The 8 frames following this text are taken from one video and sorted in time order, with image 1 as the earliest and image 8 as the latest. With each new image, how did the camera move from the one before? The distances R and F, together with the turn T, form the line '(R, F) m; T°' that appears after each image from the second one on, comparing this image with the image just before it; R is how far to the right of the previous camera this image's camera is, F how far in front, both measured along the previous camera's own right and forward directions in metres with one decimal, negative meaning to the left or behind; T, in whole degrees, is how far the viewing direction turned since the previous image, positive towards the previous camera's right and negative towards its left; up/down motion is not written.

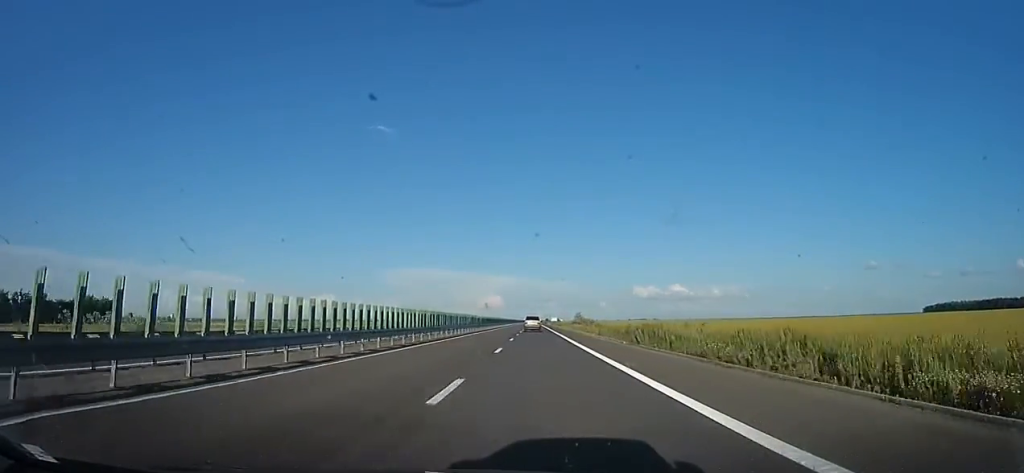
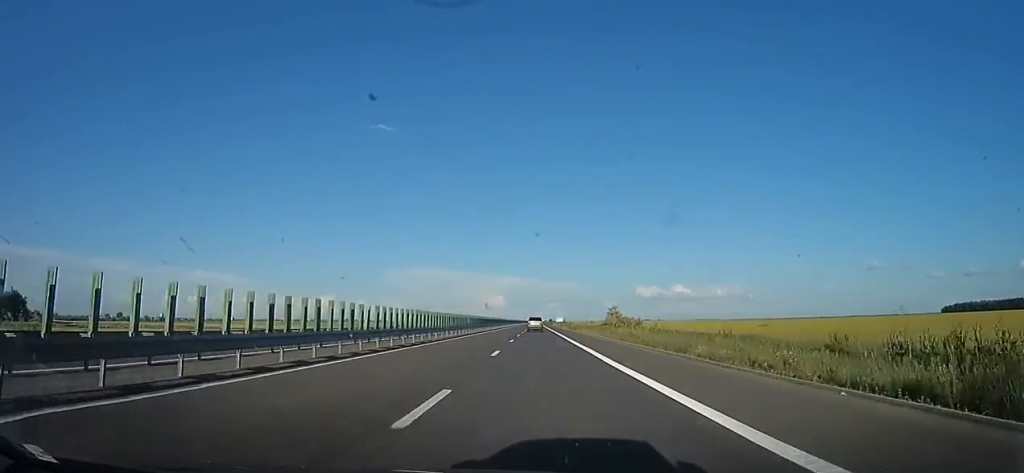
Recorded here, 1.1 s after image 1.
(-0.1, +38.2) m; 0°
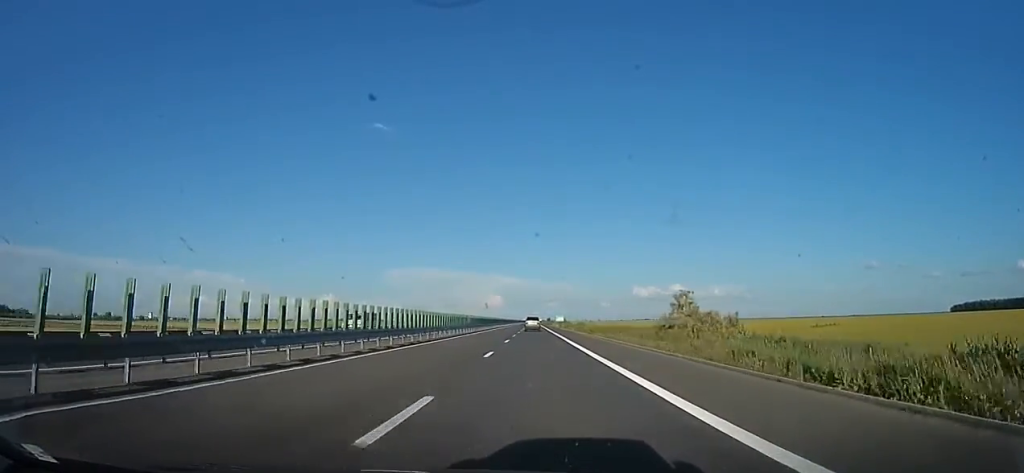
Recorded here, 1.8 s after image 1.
(-0.3, +25.3) m; 0°
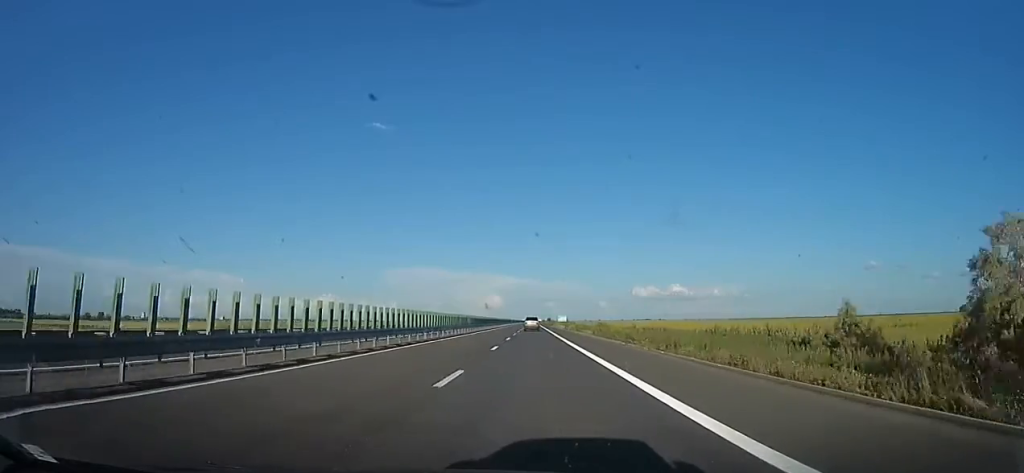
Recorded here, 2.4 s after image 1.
(+0.8, +20.0) m; 0°
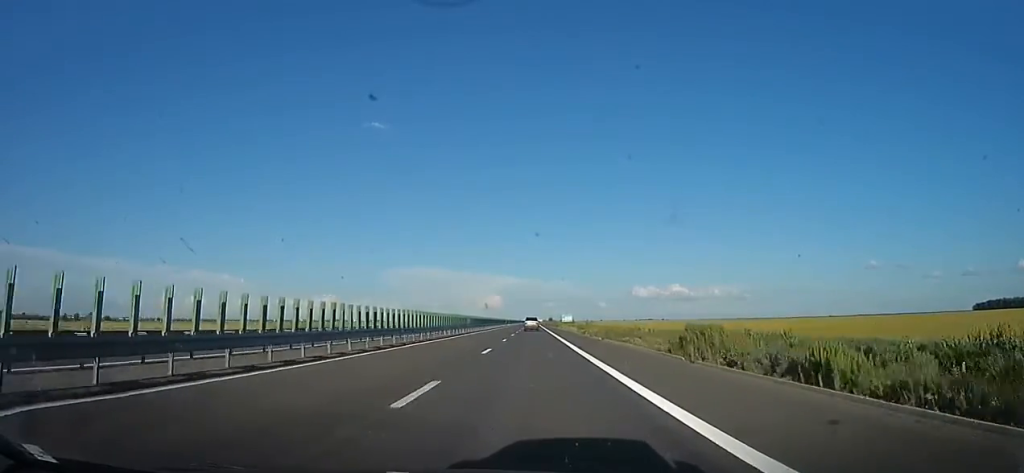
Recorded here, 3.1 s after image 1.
(-0.5, +26.3) m; 0°
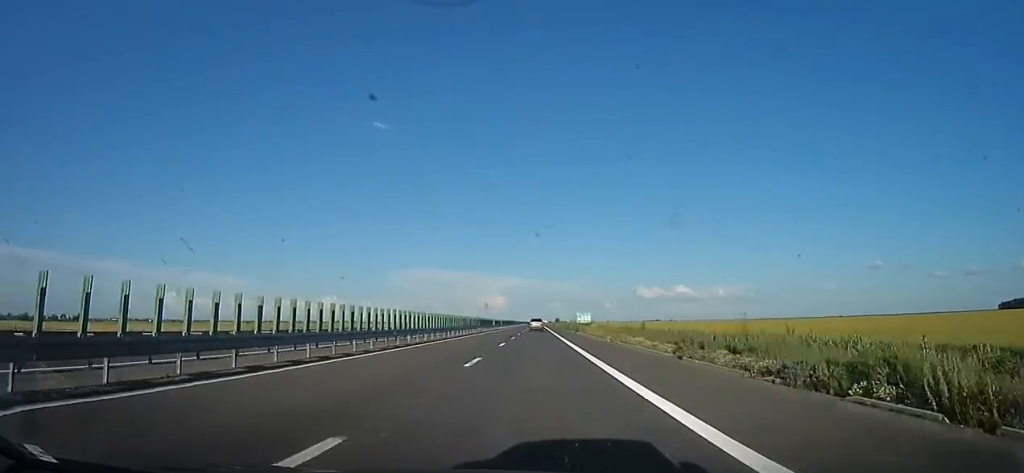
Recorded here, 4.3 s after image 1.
(+0.5, +41.7) m; 0°
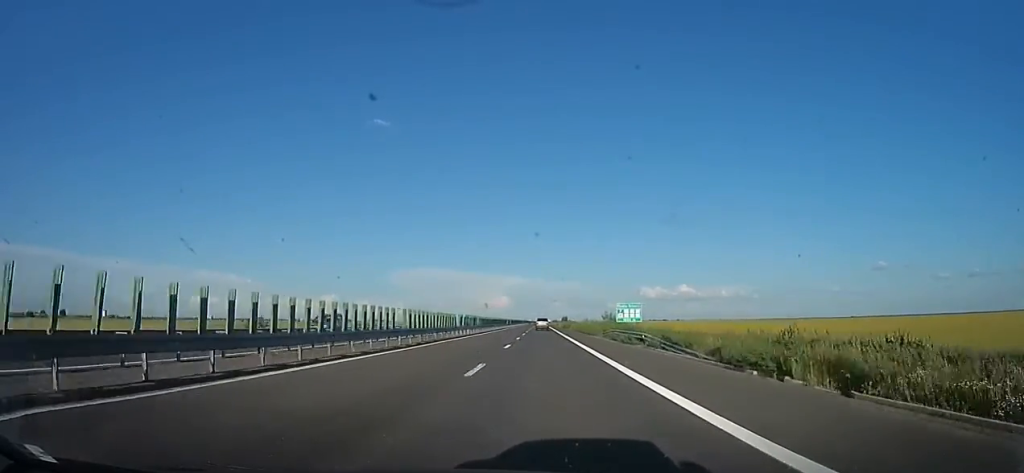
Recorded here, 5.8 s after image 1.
(-0.6, +51.8) m; 0°
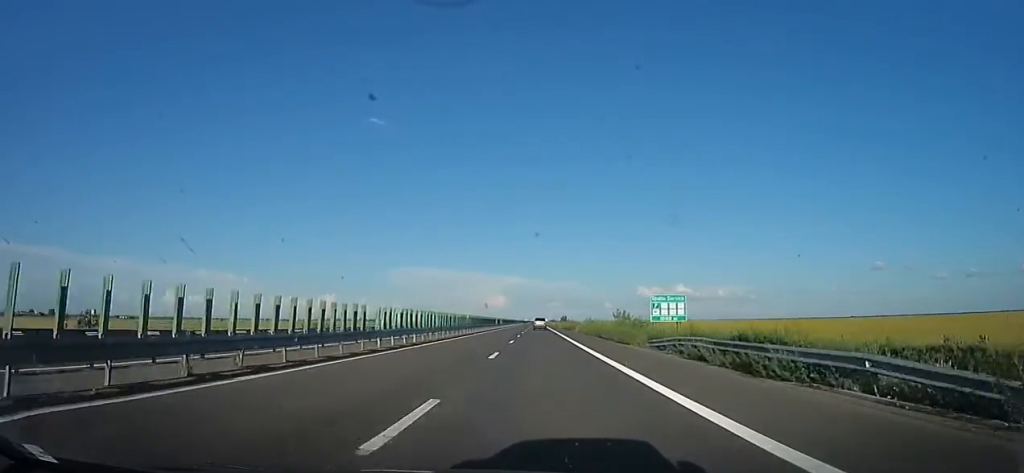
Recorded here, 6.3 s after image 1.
(+0.7, +18.9) m; 0°
